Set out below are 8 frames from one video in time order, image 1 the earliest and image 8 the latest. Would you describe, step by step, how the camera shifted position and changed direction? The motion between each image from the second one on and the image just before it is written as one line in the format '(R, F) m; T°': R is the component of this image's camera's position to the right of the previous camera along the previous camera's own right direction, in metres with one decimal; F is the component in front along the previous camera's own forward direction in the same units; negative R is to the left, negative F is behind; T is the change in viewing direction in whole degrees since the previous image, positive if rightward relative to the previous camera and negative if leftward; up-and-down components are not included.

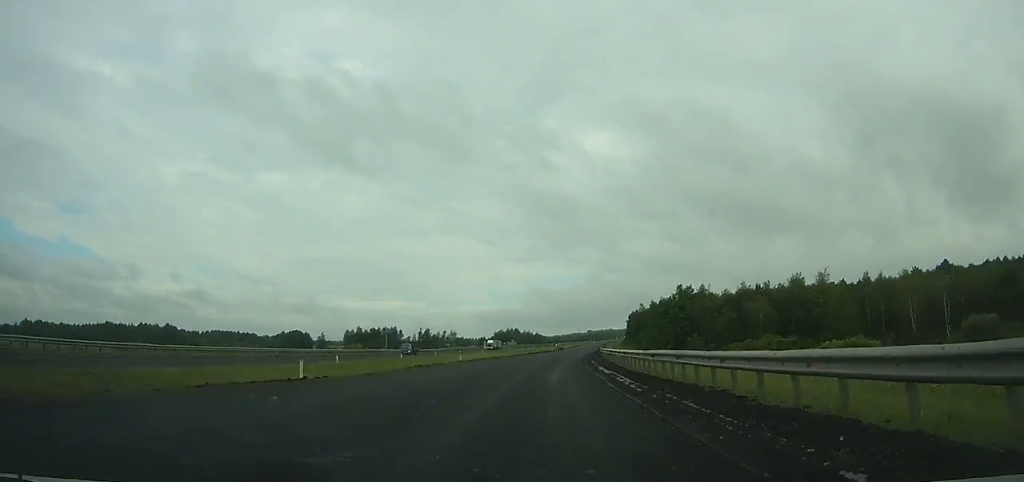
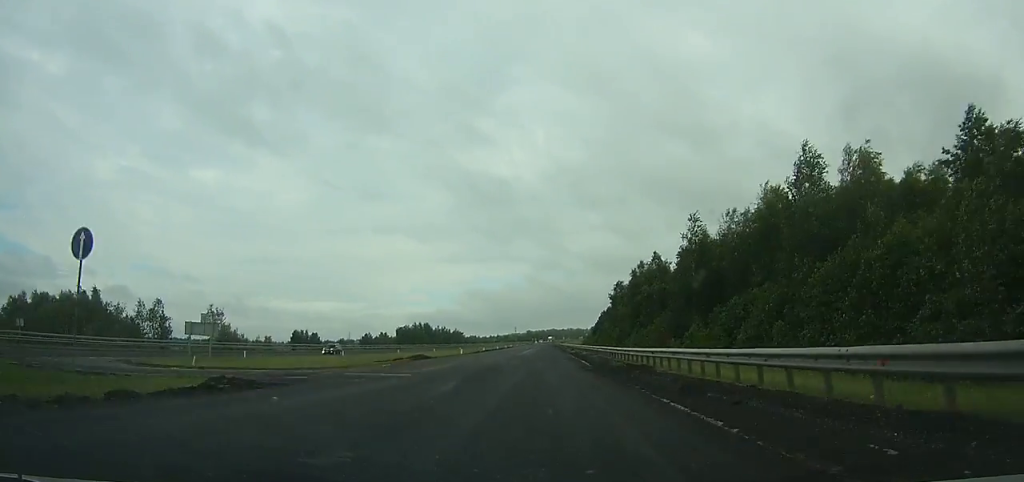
(+7.0, +149.7) m; +4°
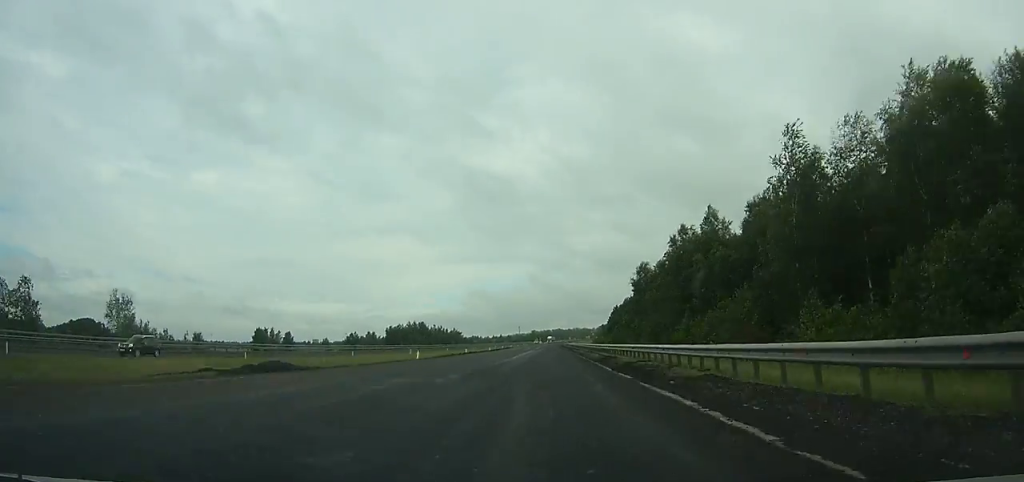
(+0.1, +30.4) m; 0°
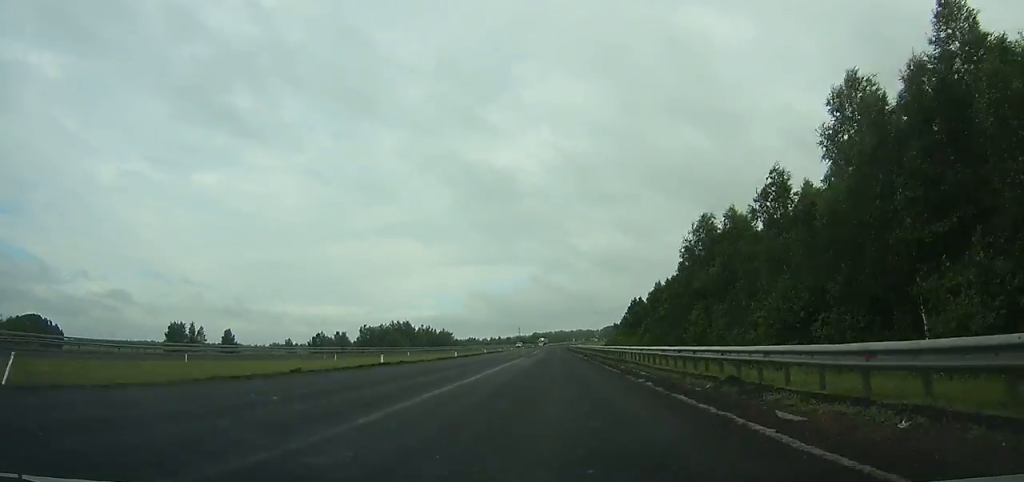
(-0.2, +41.8) m; 0°
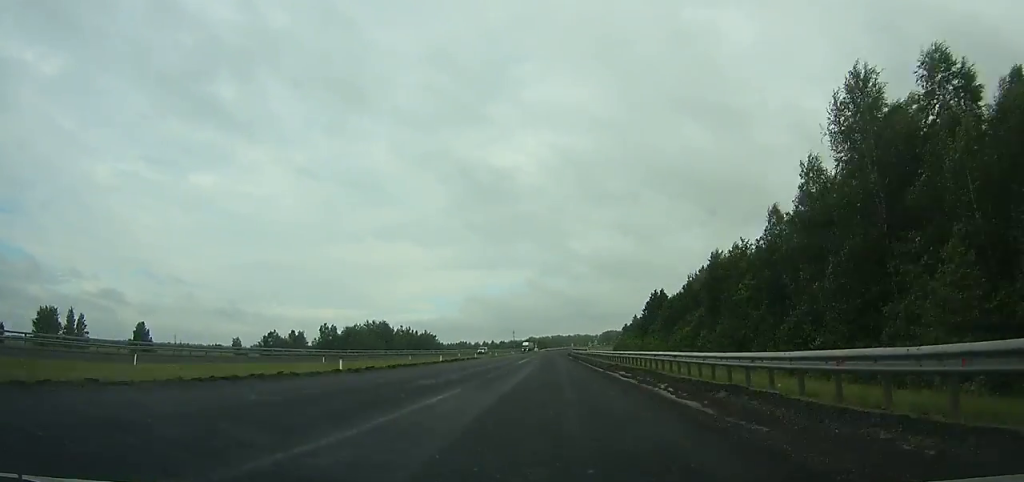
(+0.1, +37.0) m; 0°
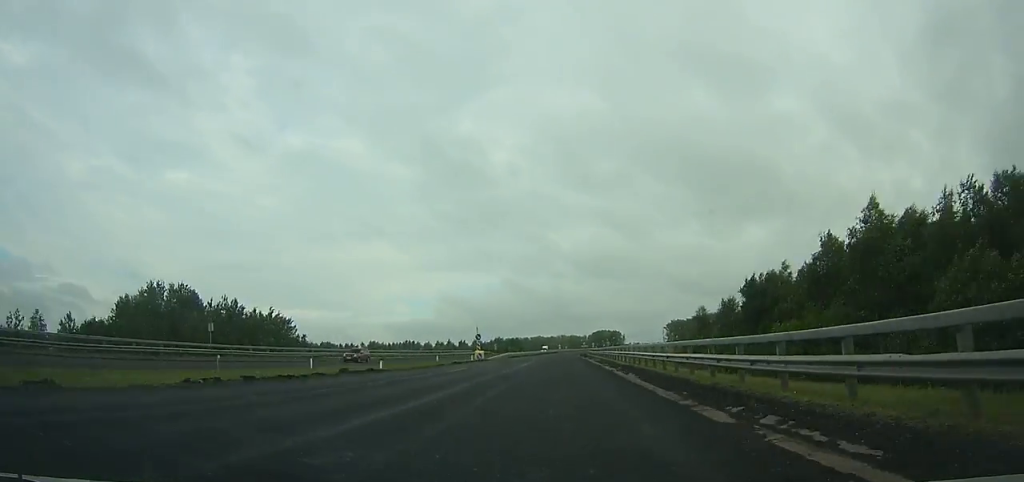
(+1.8, +148.5) m; +2°
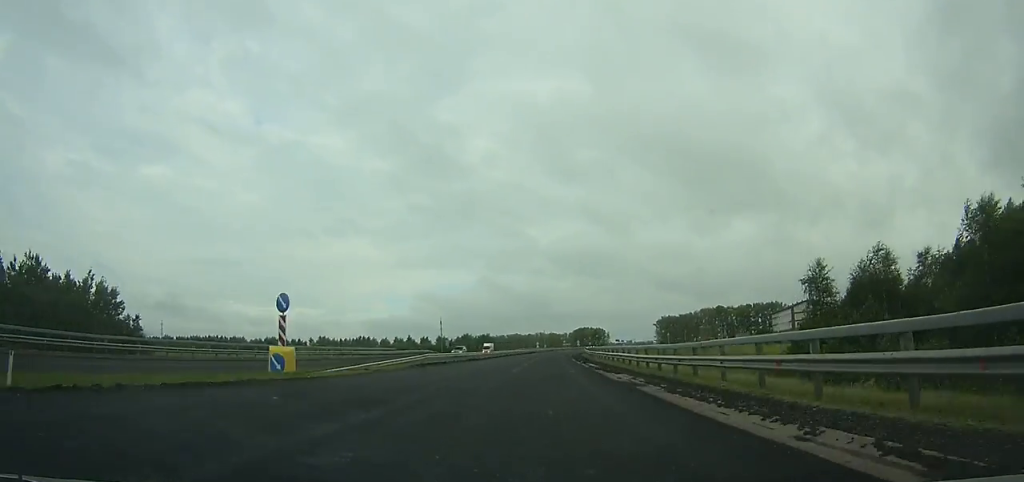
(+0.6, +54.3) m; +2°
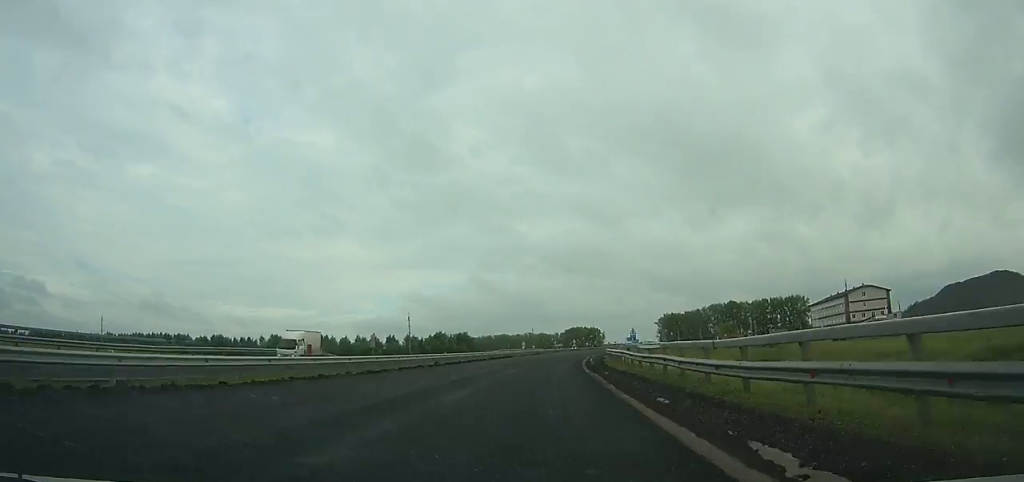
(+0.5, +52.7) m; +2°
